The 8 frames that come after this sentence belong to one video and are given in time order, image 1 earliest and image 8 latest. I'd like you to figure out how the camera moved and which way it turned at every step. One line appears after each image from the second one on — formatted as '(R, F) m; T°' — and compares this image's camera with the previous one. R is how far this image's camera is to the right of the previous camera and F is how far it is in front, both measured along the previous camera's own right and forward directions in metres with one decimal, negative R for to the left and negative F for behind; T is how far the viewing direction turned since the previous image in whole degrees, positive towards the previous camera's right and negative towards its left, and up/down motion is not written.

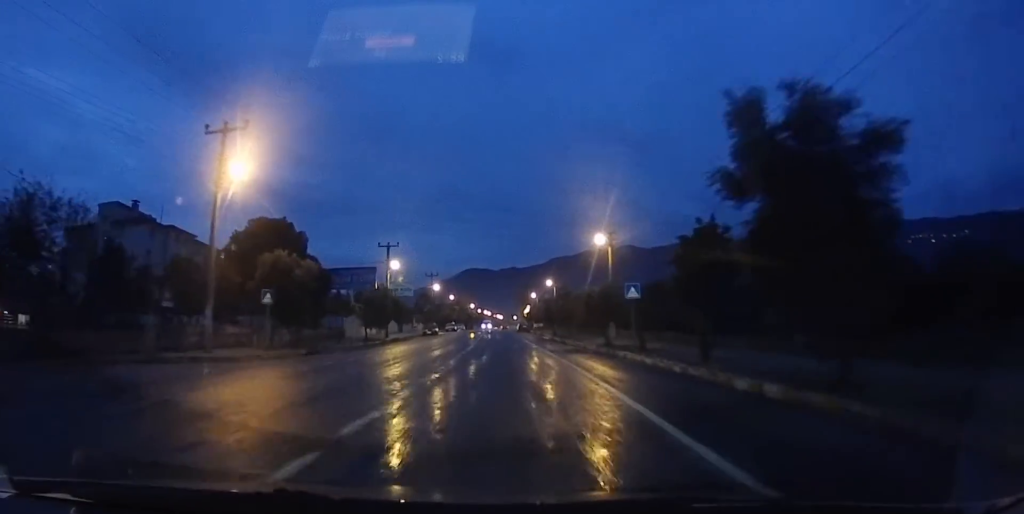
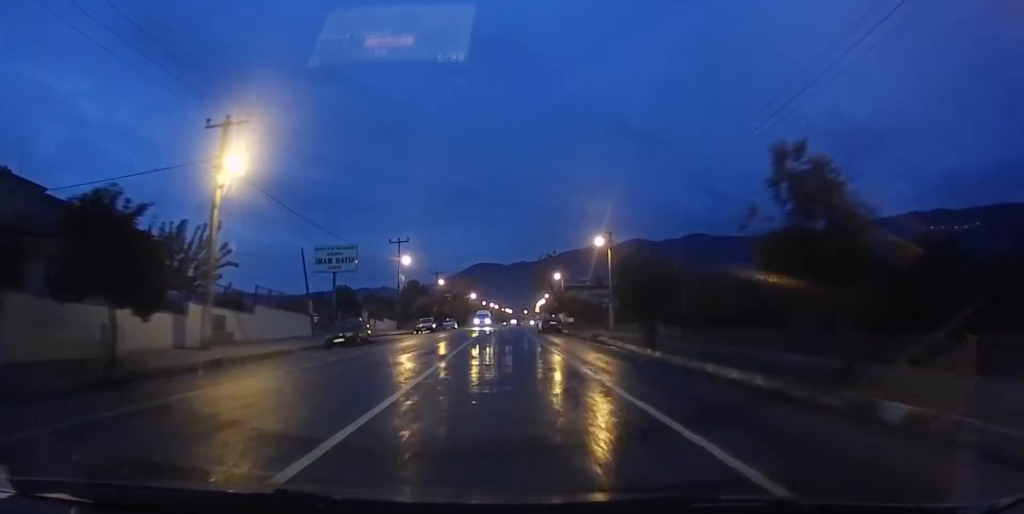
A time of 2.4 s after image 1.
(0.0, +39.9) m; 0°
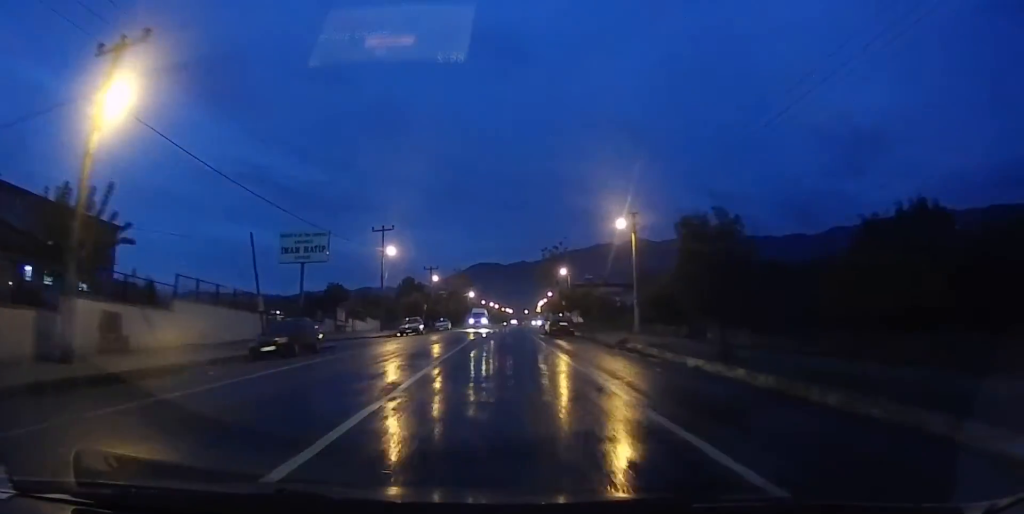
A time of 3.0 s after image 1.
(0.0, +8.8) m; 0°
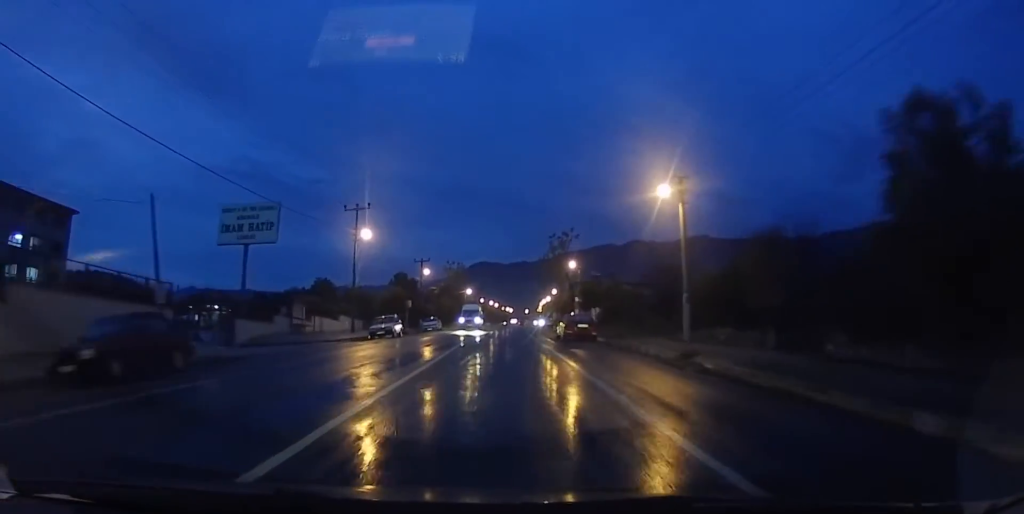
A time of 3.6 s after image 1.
(0.0, +10.5) m; 0°
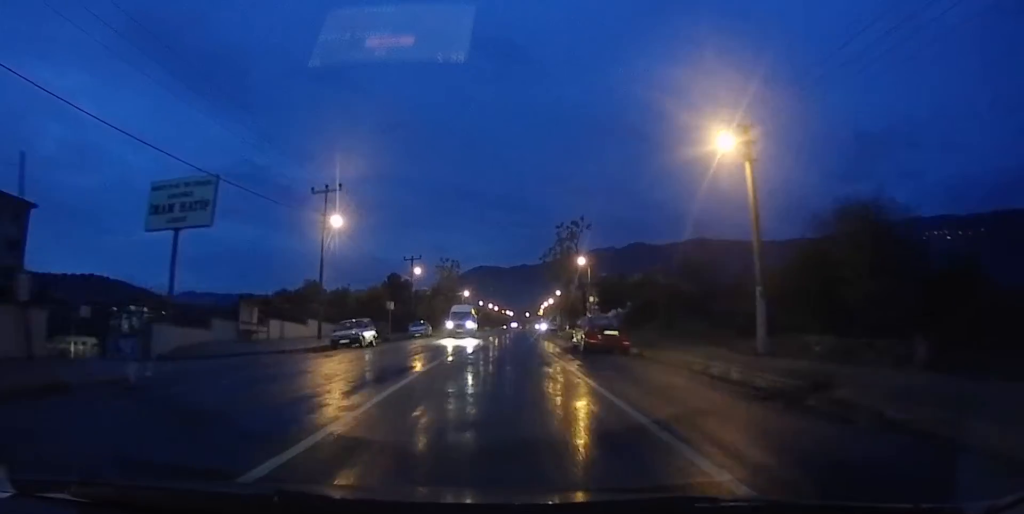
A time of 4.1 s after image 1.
(0.0, +8.0) m; 0°
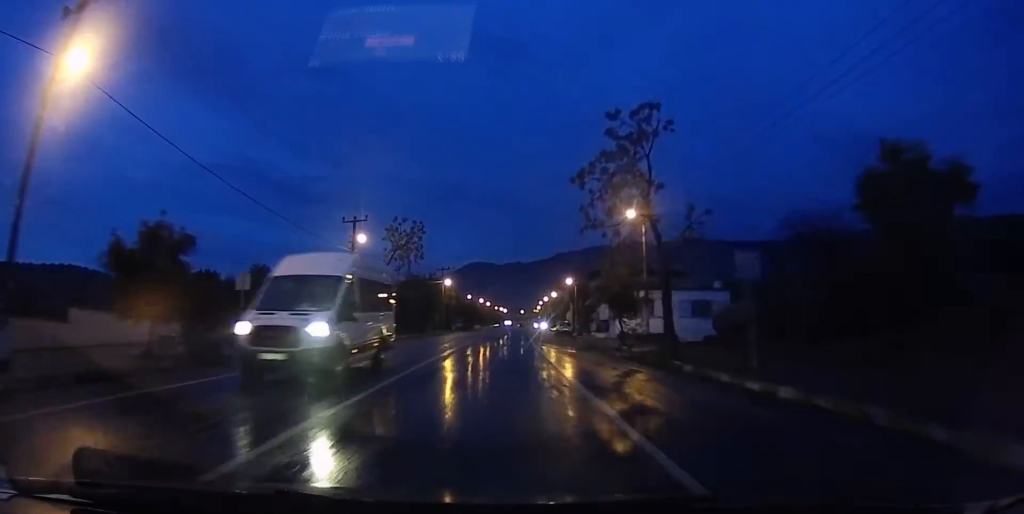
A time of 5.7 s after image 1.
(-0.1, +24.8) m; 0°
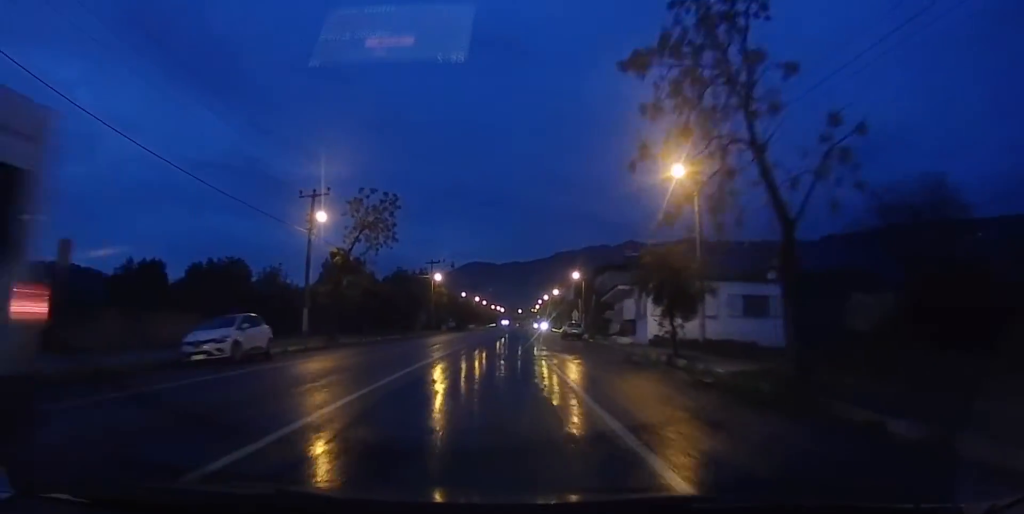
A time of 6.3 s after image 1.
(0.0, +9.5) m; 0°
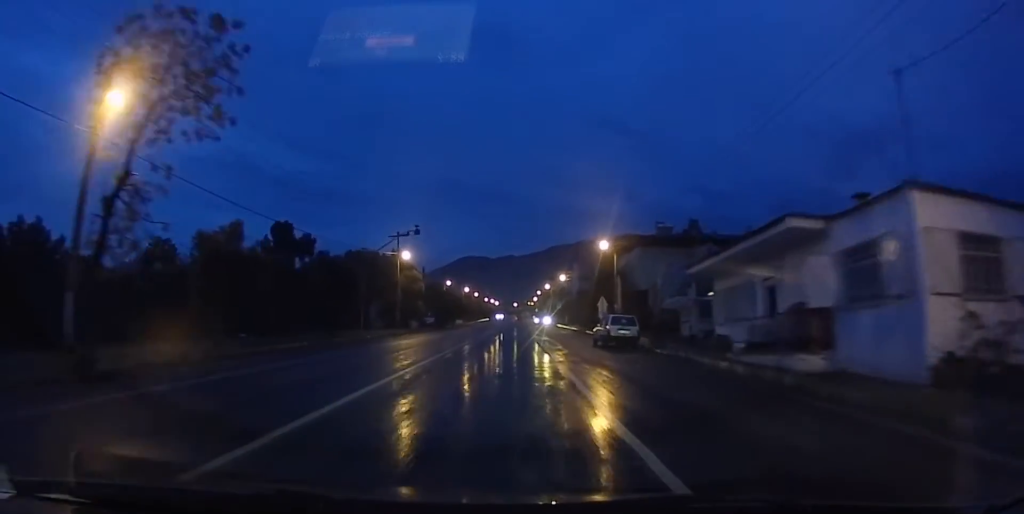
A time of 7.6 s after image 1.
(+0.1, +20.7) m; +1°
